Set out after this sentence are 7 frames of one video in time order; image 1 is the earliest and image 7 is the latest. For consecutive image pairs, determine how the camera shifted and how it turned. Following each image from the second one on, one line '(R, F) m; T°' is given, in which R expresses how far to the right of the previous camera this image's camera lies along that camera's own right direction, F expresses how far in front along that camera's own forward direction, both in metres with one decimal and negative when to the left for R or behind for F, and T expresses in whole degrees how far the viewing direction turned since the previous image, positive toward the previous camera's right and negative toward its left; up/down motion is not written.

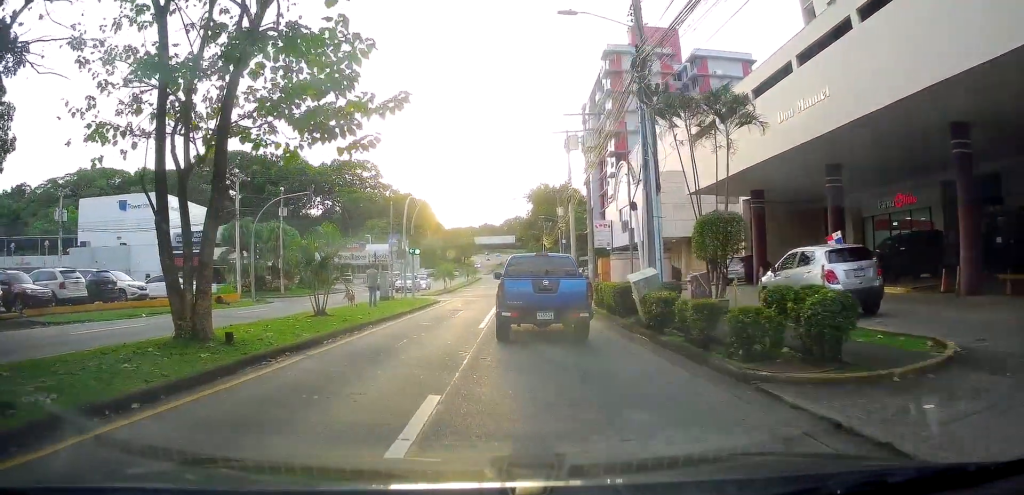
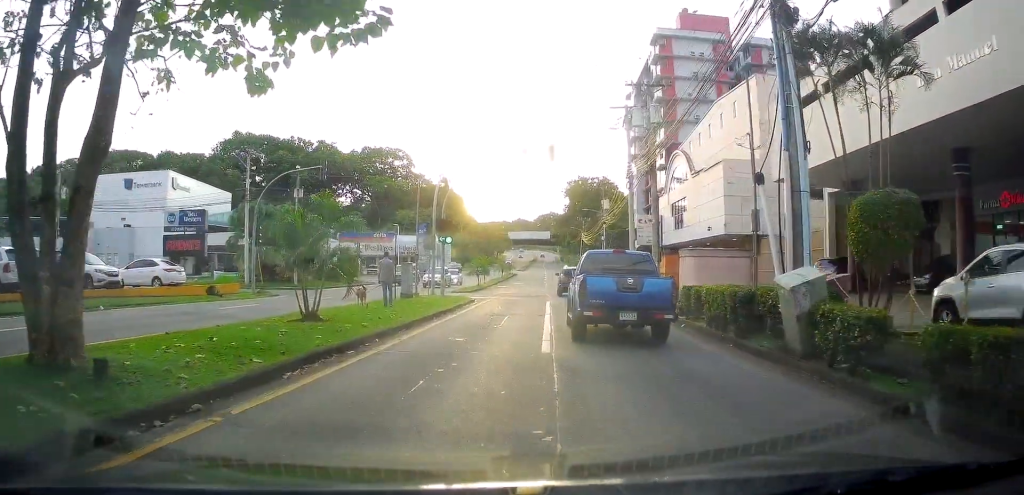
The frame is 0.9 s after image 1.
(-0.2, +5.0) m; +4°
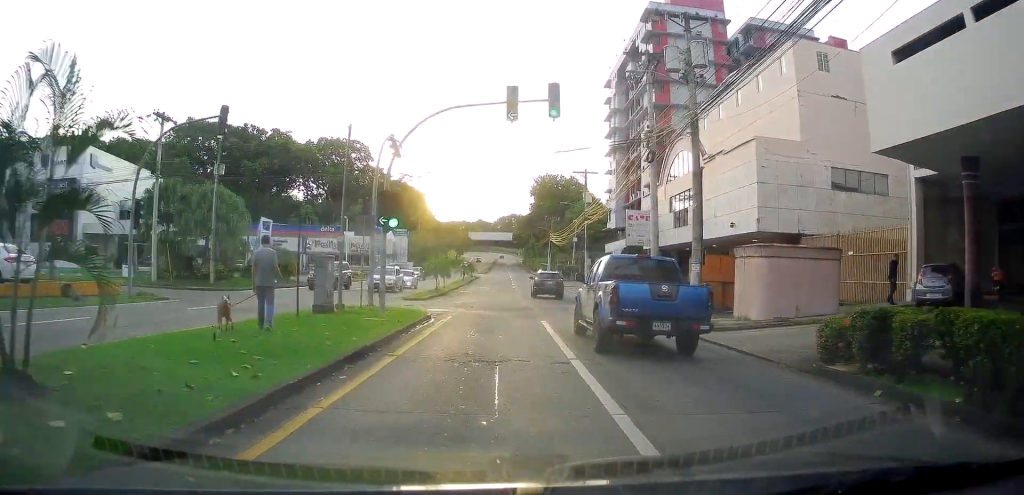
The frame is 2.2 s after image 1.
(+0.6, +9.2) m; +3°
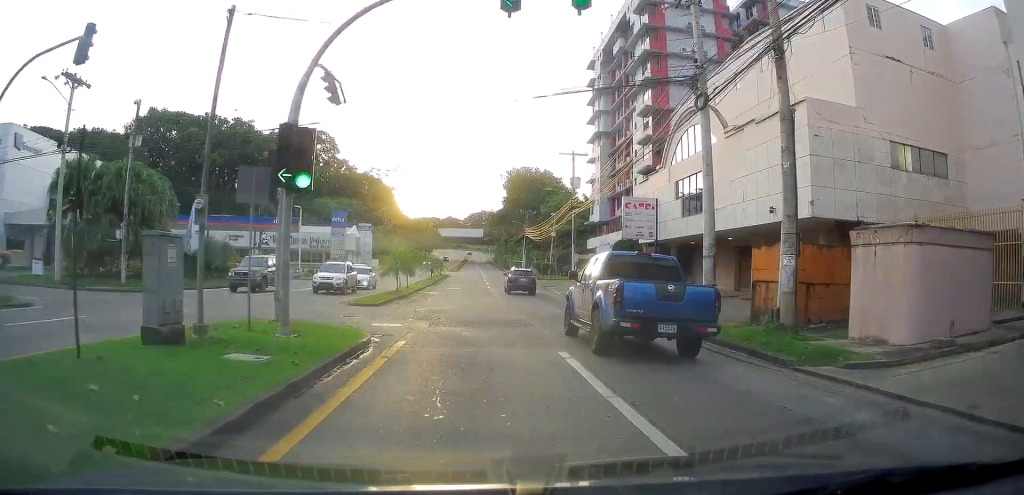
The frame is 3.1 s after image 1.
(-0.1, +7.7) m; +2°
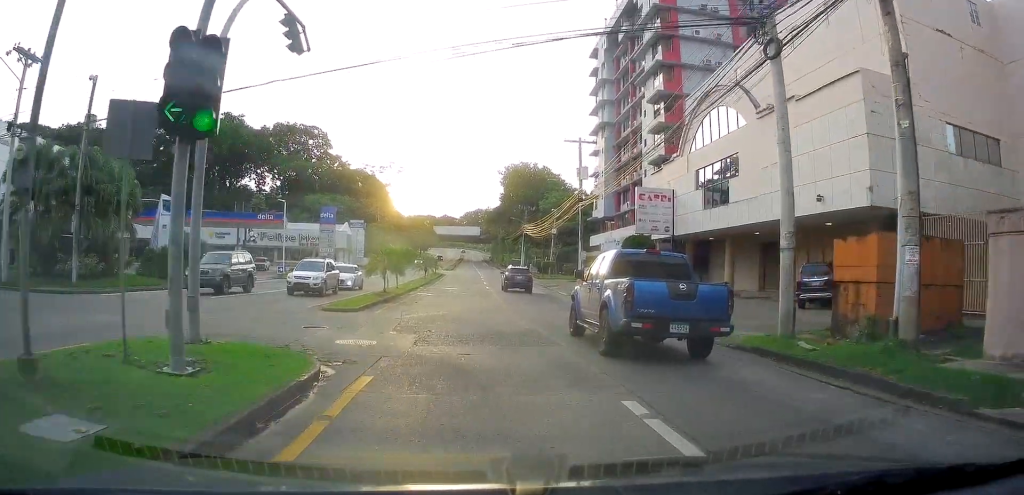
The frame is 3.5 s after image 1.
(+0.2, +4.4) m; +2°
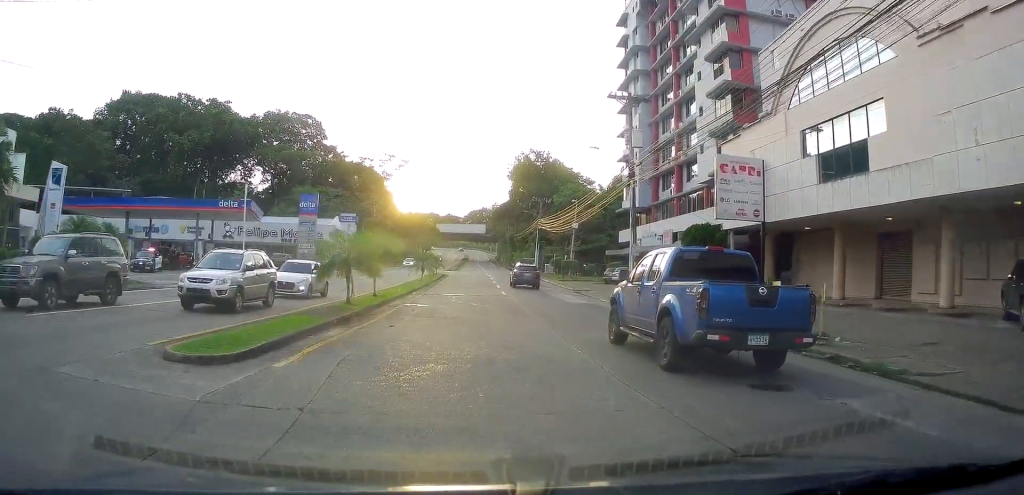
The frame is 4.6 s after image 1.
(+0.4, +12.0) m; +1°
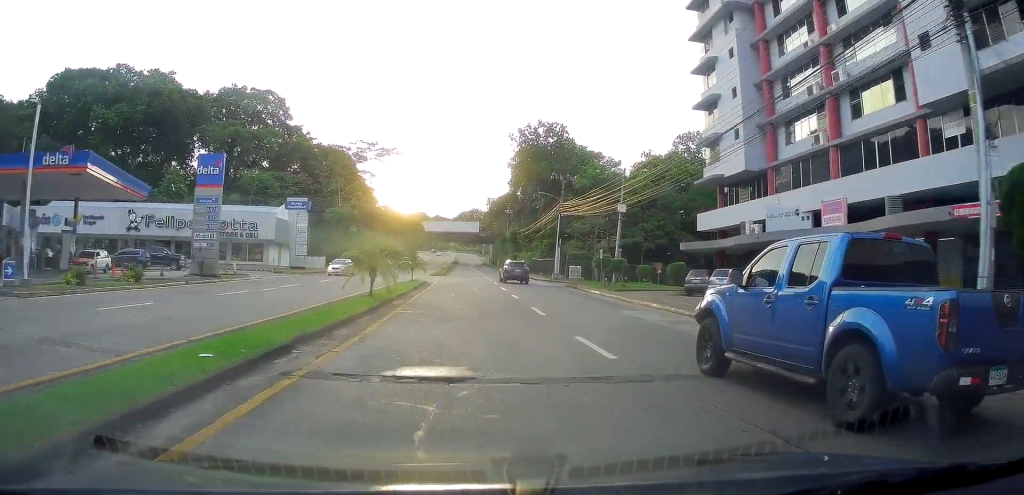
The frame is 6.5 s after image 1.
(-1.6, +24.3) m; -5°
